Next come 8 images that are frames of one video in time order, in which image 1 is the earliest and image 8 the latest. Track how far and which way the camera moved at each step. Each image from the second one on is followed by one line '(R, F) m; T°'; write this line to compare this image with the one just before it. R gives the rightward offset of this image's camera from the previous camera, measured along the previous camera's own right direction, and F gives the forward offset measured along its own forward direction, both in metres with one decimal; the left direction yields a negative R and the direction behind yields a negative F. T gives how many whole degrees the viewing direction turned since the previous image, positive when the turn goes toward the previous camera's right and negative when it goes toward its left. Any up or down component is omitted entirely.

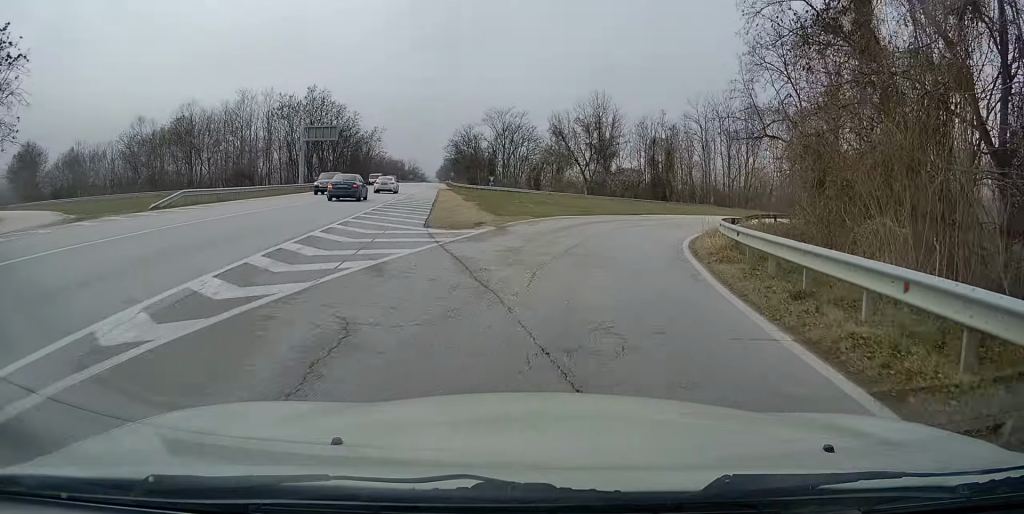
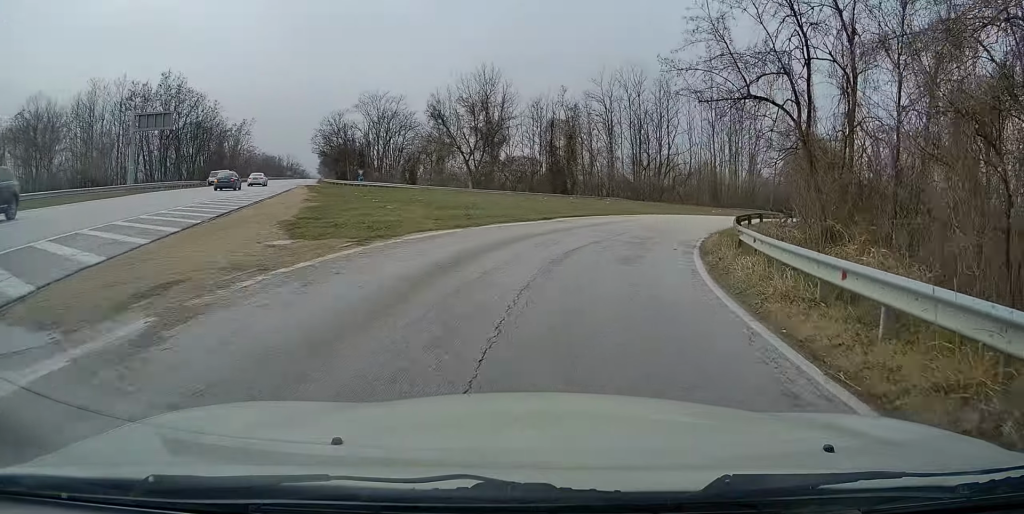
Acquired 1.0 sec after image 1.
(+1.0, +12.9) m; +9°
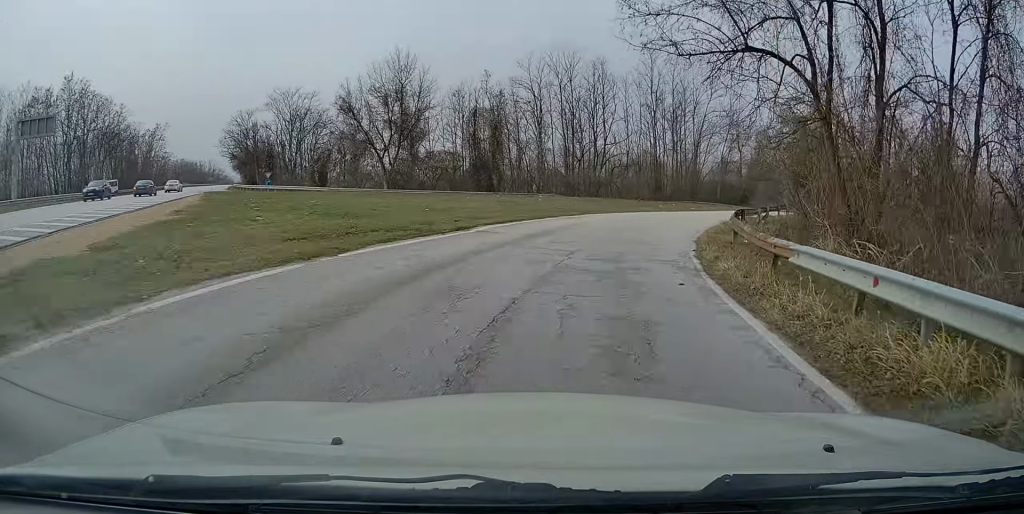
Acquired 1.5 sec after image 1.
(+0.3, +7.0) m; +5°
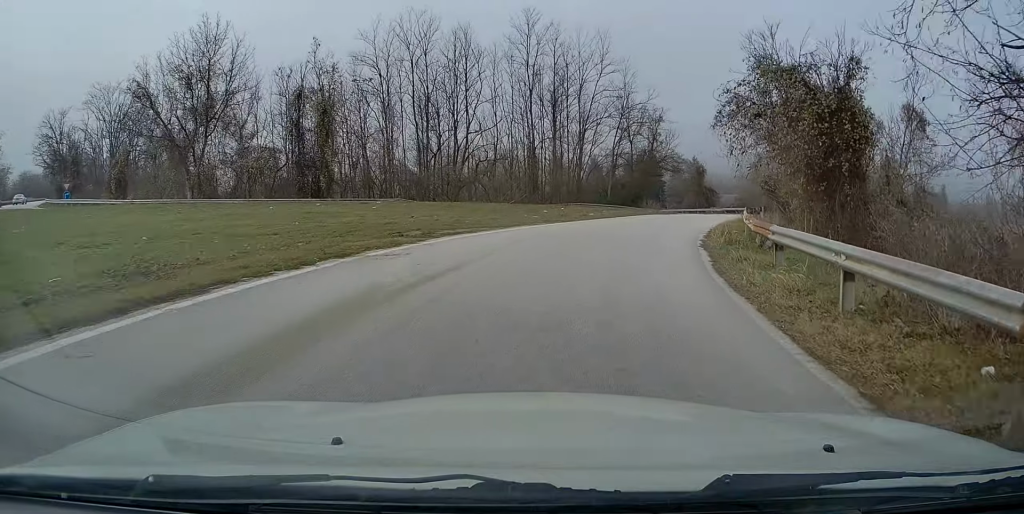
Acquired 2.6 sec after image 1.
(+1.3, +13.5) m; +11°
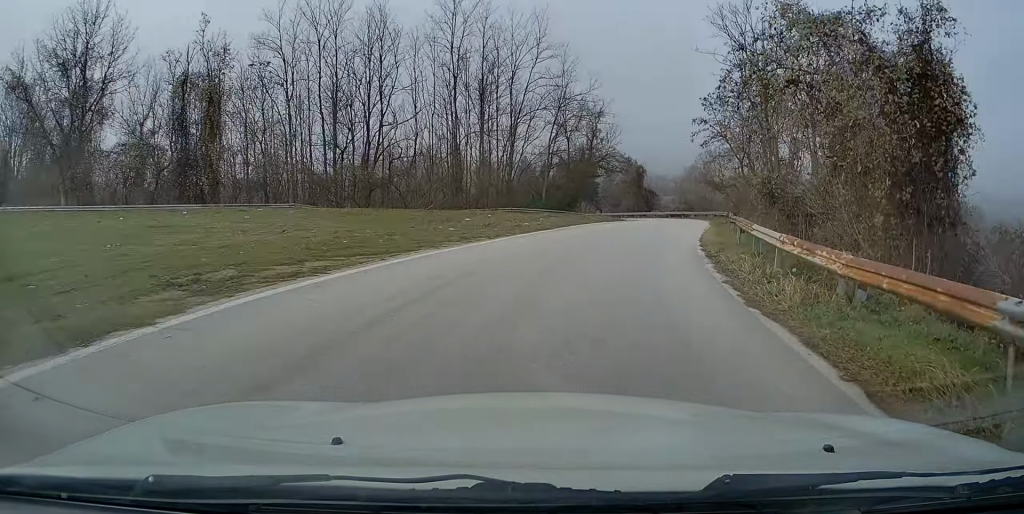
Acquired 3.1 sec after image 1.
(+0.3, +7.1) m; +7°
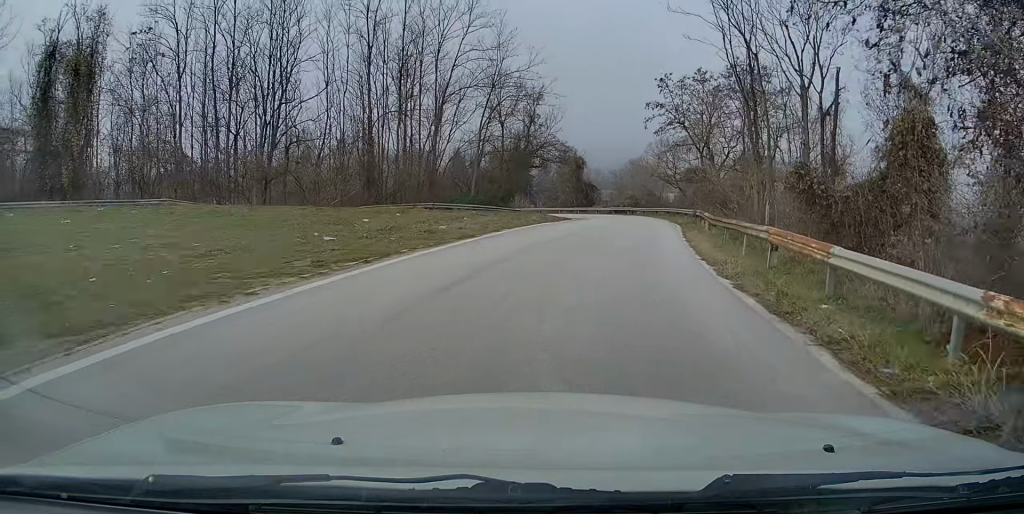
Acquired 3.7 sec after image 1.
(+0.5, +7.1) m; +6°
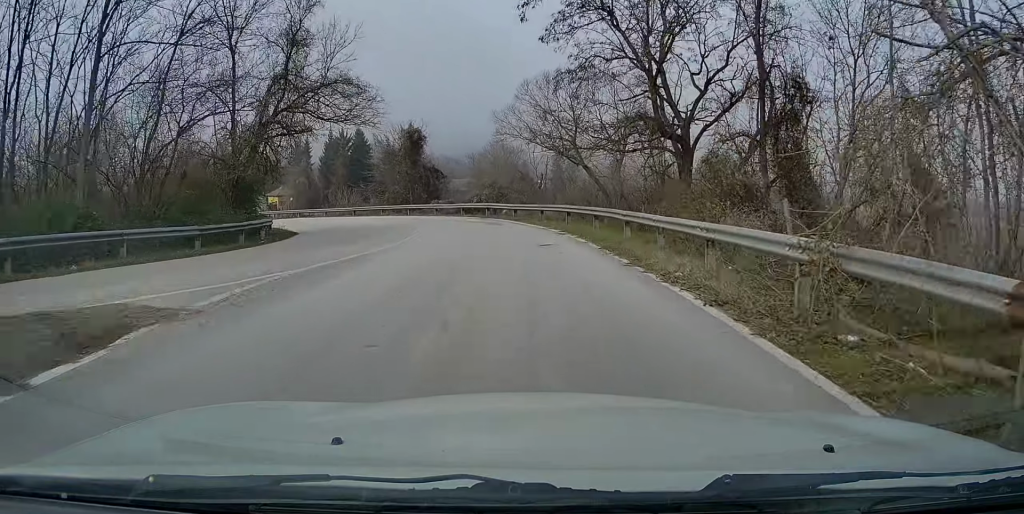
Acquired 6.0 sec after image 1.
(+4.0, +27.8) m; +10°
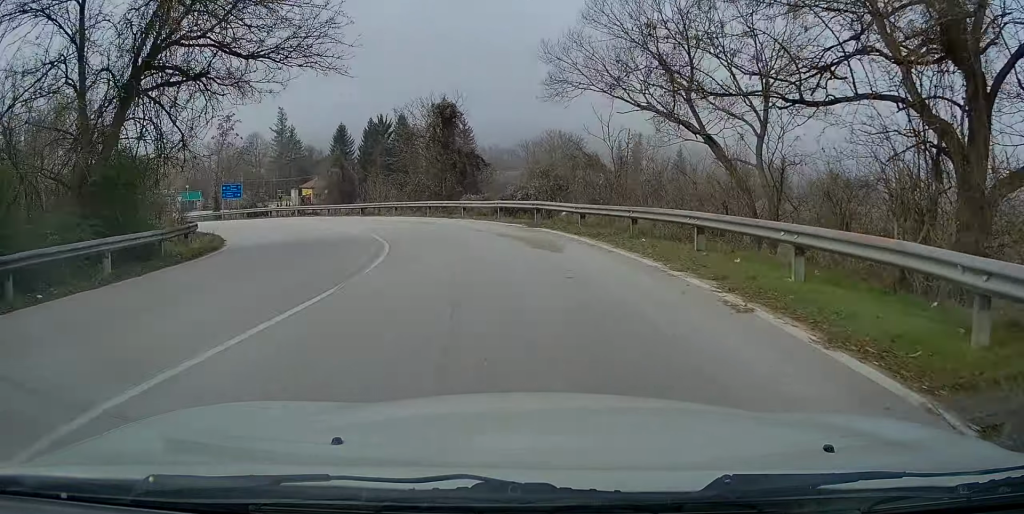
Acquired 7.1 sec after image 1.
(0.0, +13.4) m; -4°
